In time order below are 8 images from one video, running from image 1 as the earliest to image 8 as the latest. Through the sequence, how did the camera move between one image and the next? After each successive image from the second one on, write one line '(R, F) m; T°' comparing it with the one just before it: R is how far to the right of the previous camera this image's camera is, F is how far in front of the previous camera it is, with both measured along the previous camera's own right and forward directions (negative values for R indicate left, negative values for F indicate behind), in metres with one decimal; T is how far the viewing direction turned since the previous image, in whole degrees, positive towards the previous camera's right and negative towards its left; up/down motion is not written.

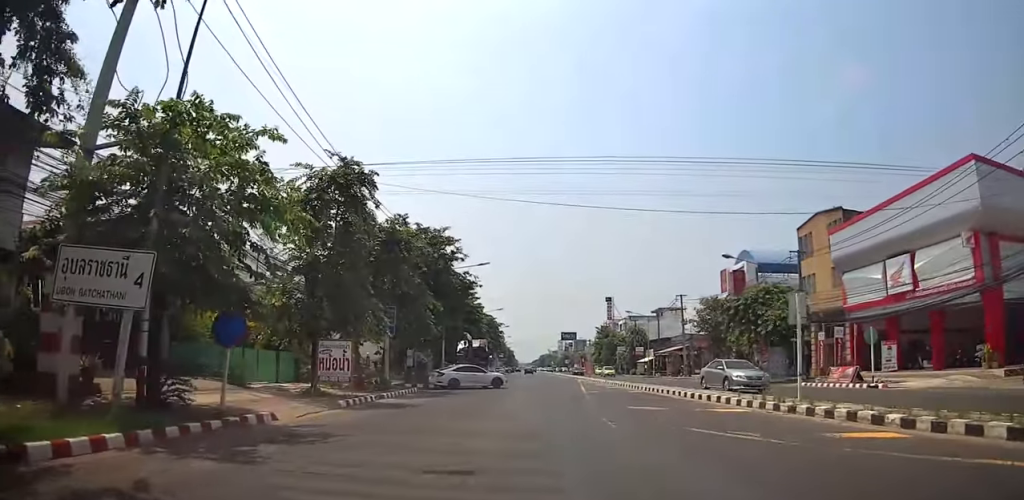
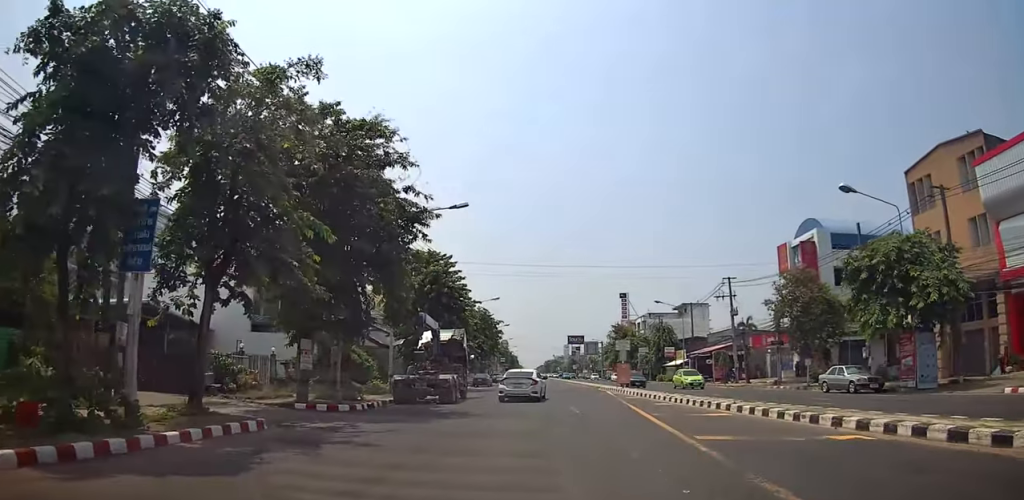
(+0.5, +20.3) m; +1°
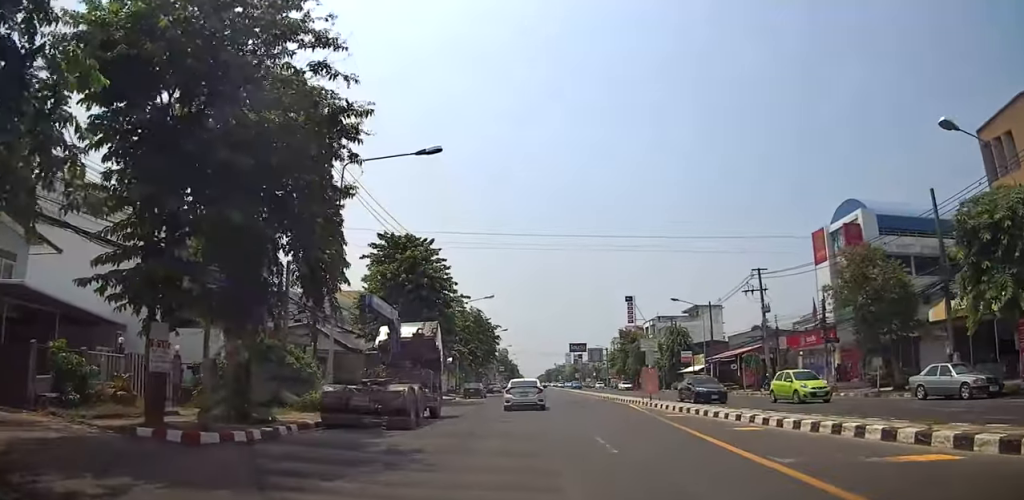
(-0.1, +9.4) m; 0°
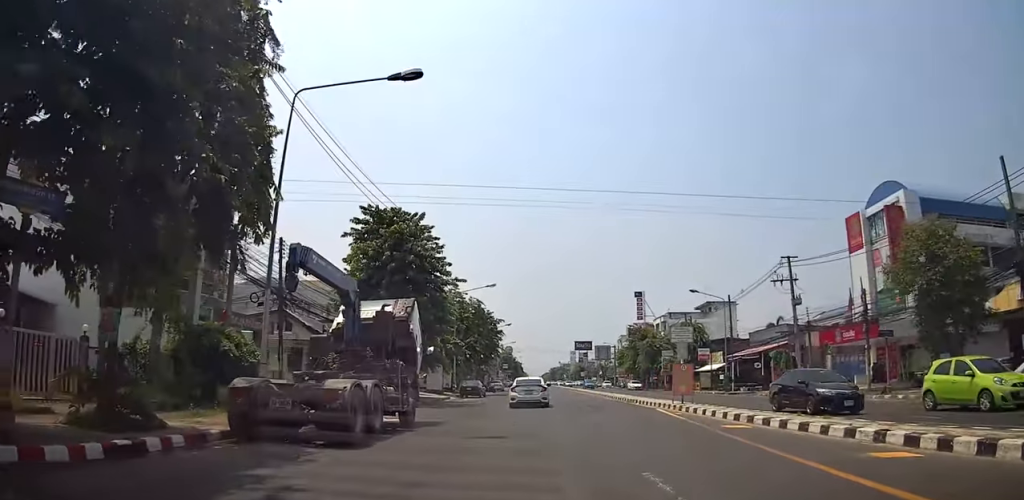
(0.0, +5.6) m; 0°
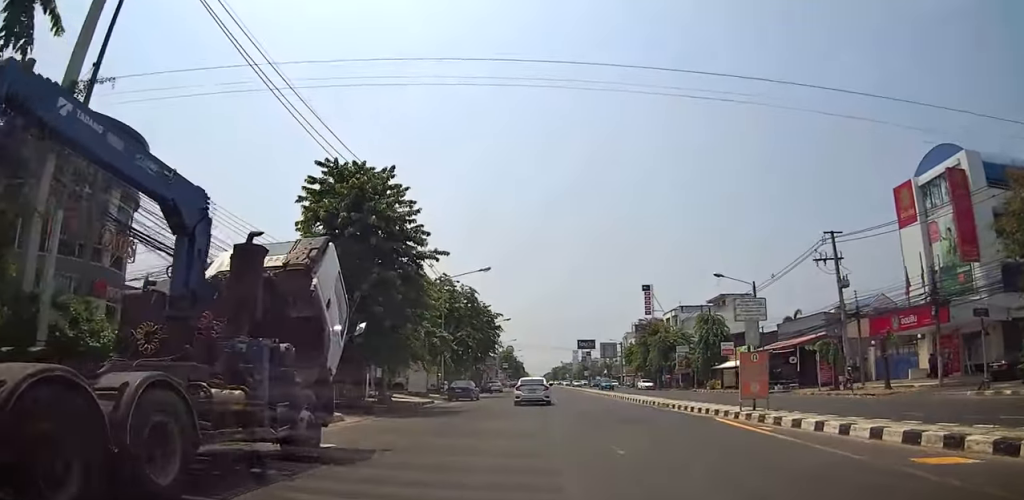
(+0.1, +7.4) m; 0°
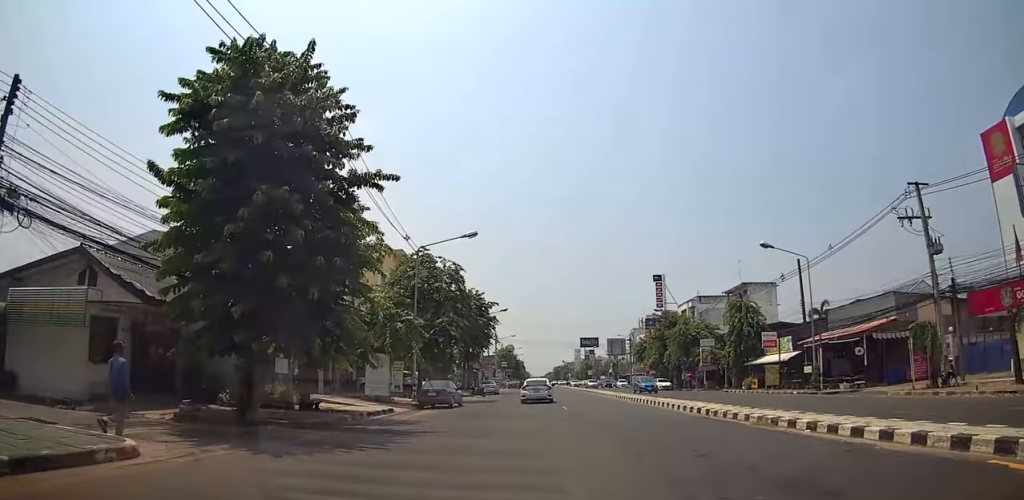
(-0.1, +9.6) m; 0°
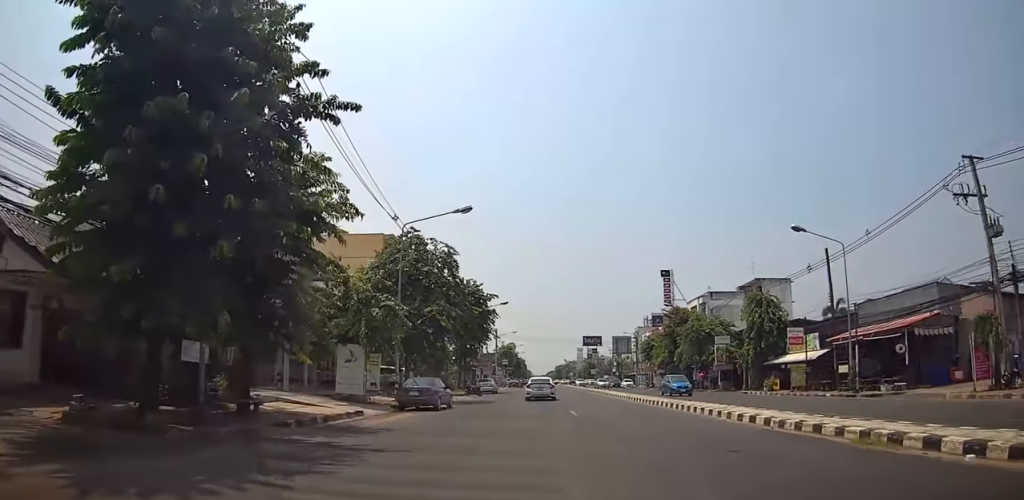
(+0.1, +4.1) m; +1°
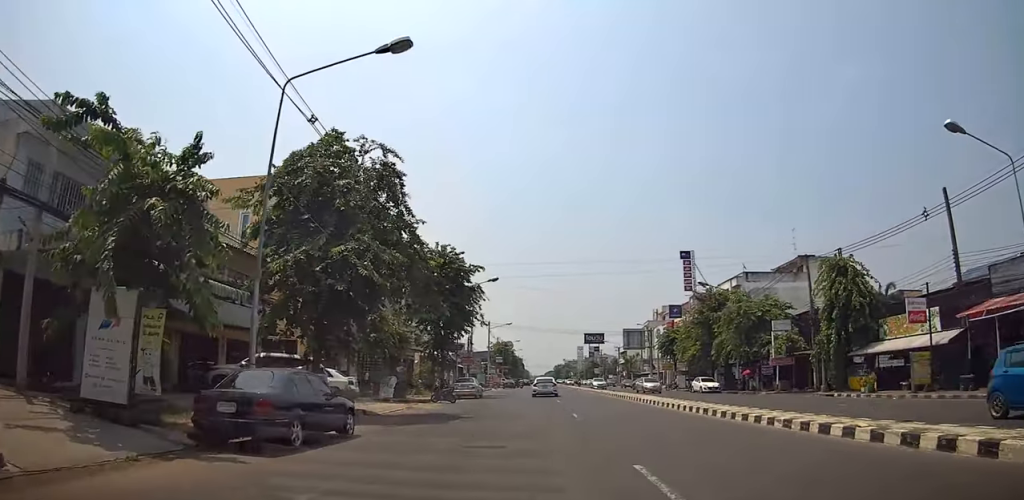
(+0.2, +13.1) m; -1°
